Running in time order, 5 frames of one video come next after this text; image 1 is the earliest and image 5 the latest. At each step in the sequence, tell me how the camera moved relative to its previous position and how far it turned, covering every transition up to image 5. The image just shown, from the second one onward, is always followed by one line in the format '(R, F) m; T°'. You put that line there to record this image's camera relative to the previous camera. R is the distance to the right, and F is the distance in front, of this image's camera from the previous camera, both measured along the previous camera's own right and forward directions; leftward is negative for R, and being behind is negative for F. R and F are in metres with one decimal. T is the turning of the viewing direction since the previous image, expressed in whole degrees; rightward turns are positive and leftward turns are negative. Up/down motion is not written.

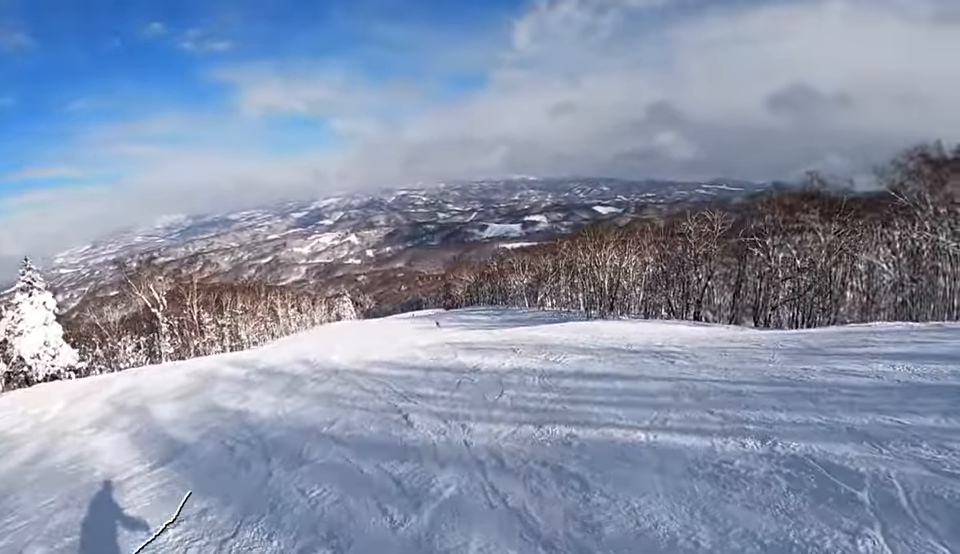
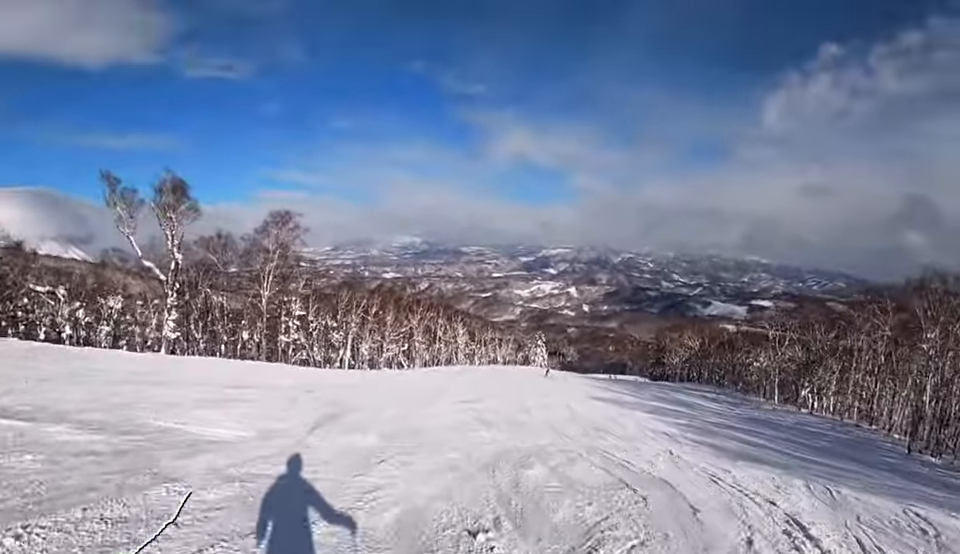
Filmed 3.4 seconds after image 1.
(-3.1, +34.5) m; -11°
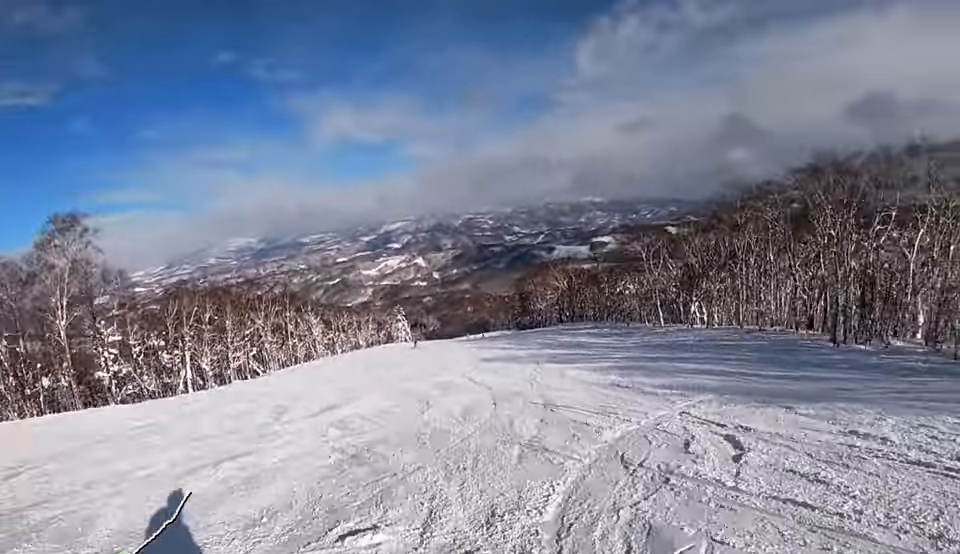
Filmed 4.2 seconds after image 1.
(+0.1, +8.8) m; +4°
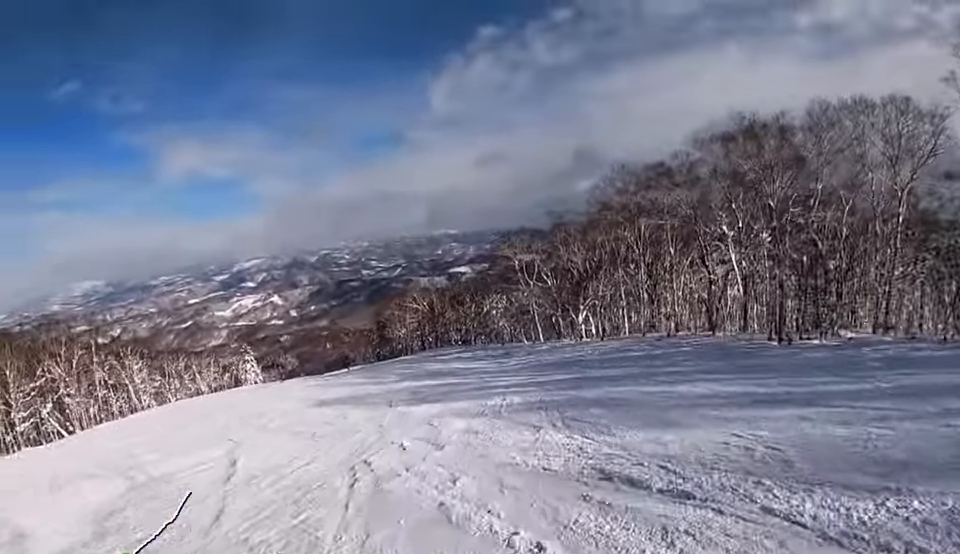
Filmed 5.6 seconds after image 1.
(+1.5, +14.0) m; +8°
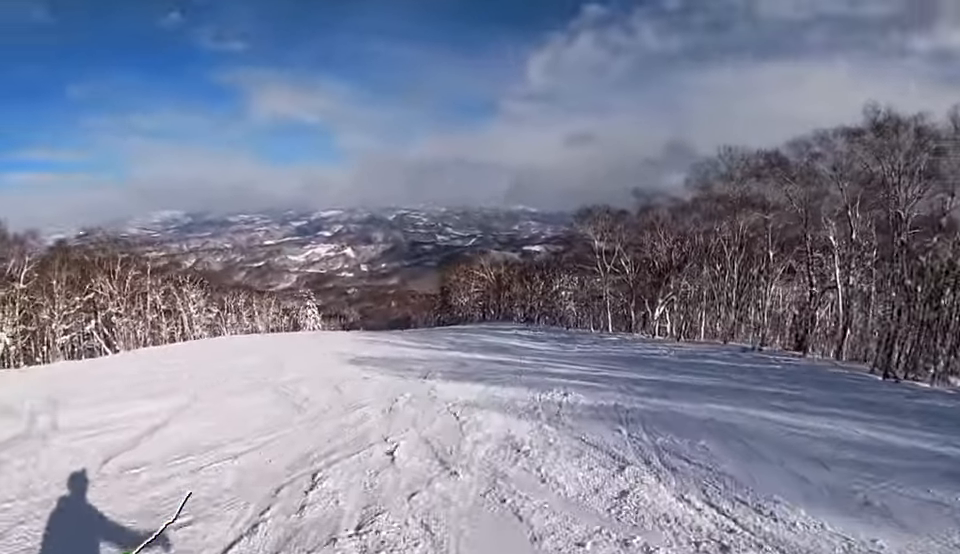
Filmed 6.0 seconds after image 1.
(+0.6, +4.0) m; -4°
